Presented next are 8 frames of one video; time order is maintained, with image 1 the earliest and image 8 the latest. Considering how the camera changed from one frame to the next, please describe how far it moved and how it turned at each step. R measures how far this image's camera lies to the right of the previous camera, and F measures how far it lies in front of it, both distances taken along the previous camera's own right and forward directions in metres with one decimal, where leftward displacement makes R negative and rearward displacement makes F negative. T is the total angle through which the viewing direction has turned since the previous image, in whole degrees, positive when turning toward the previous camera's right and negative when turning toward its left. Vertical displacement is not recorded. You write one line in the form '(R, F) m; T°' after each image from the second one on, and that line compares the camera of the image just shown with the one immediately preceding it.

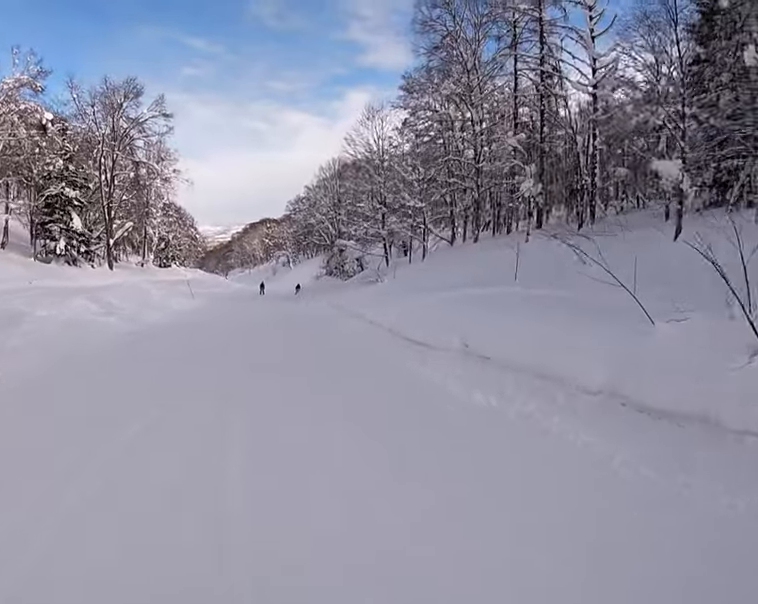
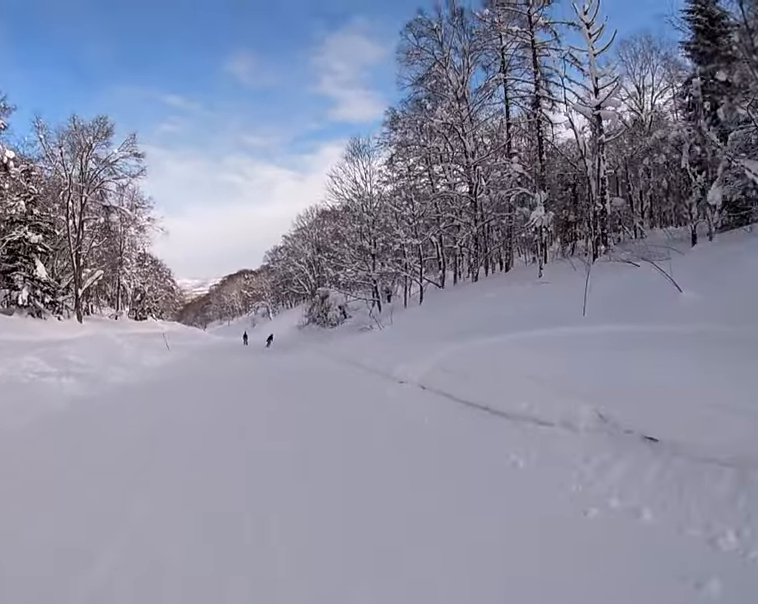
(-0.2, +4.1) m; 0°
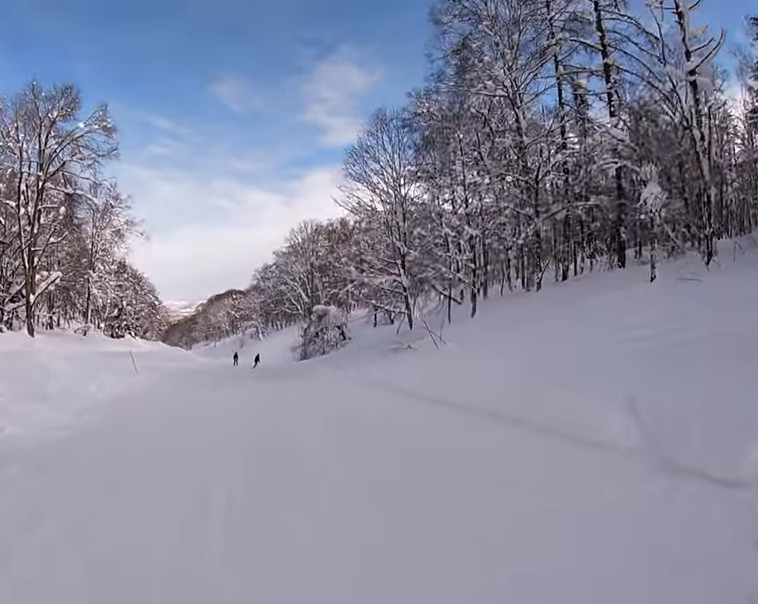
(+0.3, +8.7) m; 0°
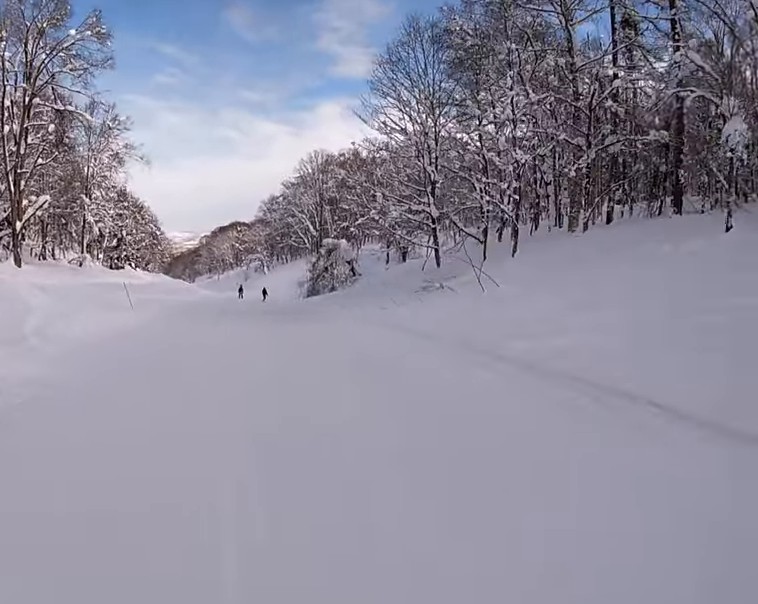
(-0.2, +3.2) m; +2°
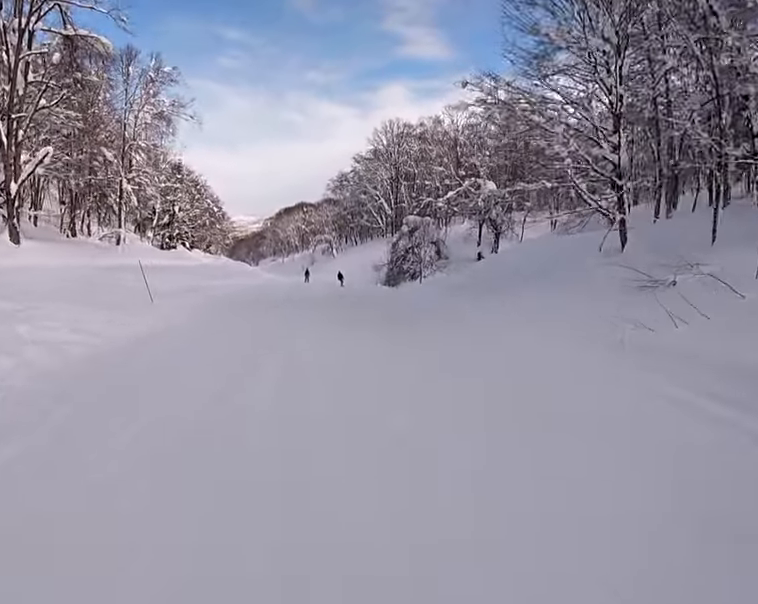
(+0.8, +9.7) m; -2°
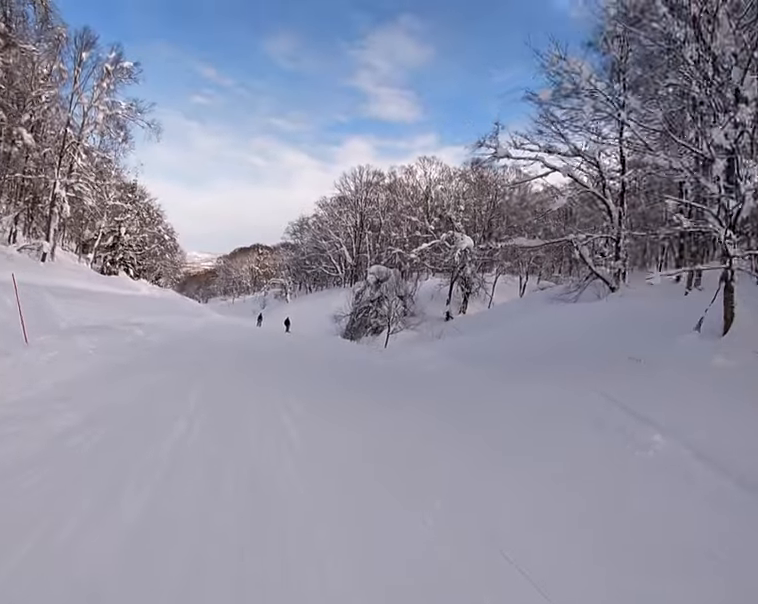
(-1.2, +6.7) m; -1°
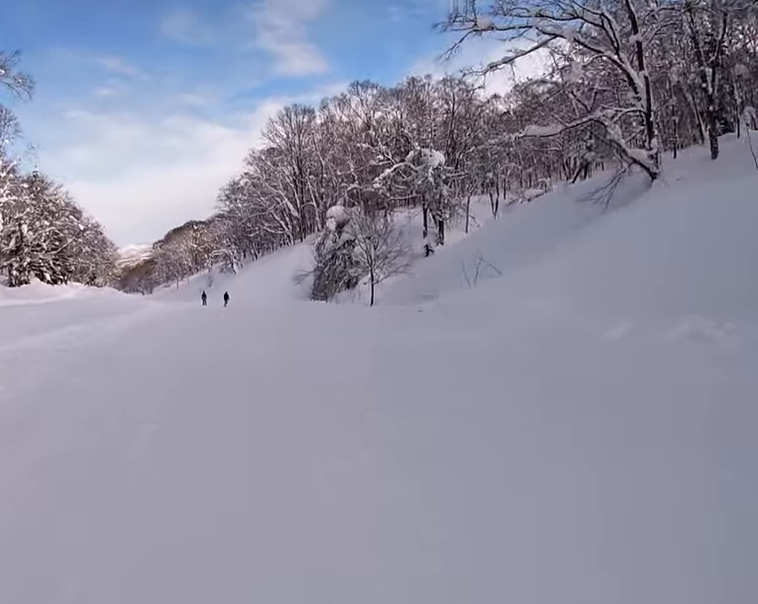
(+1.6, +10.0) m; +14°
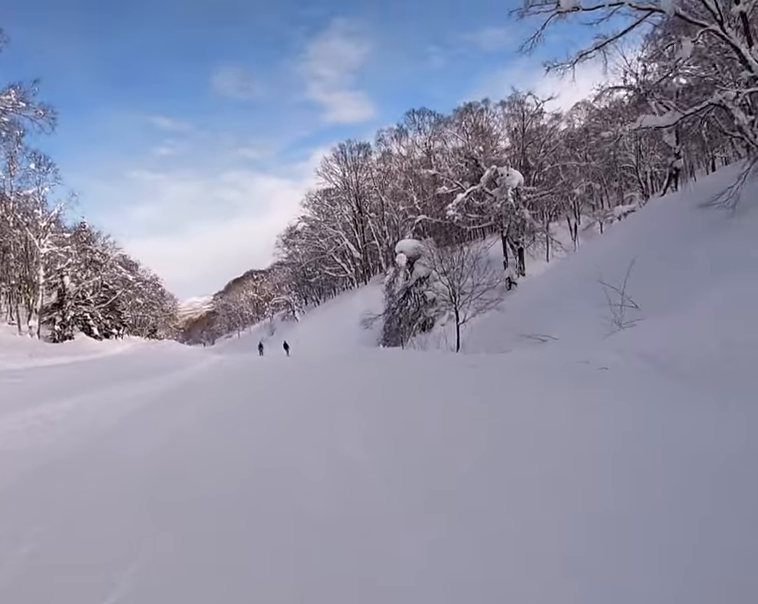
(+0.1, +5.3) m; -3°
